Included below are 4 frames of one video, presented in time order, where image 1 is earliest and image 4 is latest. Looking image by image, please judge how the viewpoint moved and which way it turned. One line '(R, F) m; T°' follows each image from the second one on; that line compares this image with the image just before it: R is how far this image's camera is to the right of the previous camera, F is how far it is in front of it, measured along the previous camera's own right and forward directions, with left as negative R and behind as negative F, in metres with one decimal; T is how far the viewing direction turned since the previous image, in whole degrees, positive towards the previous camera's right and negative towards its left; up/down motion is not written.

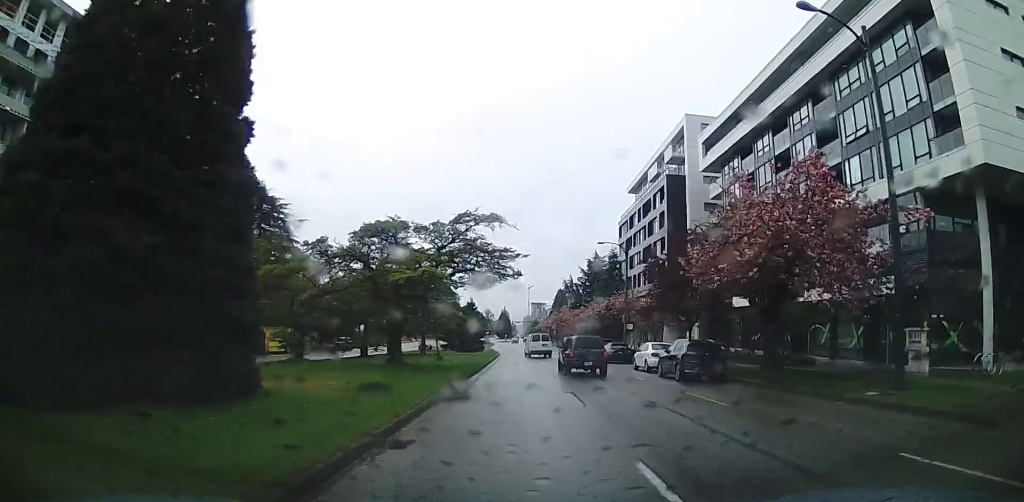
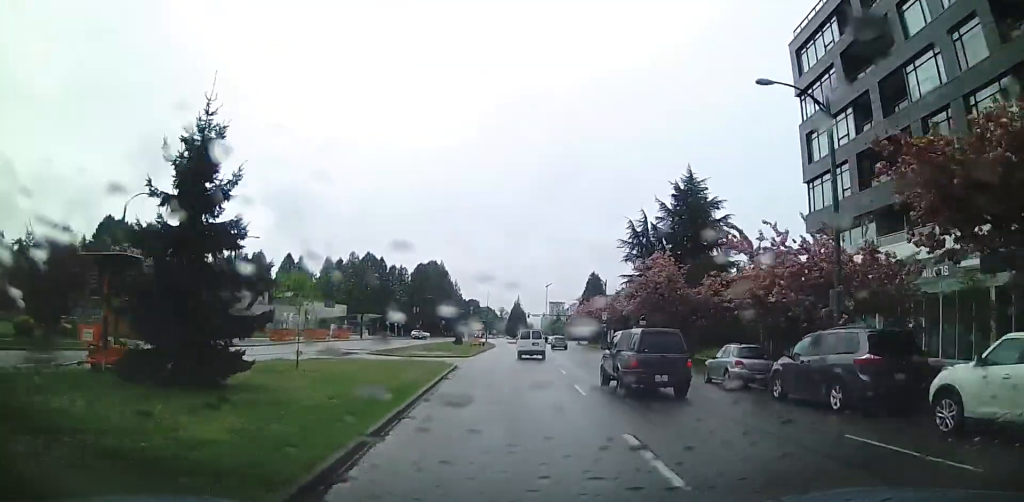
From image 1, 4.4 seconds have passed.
(0.0, +62.6) m; -2°
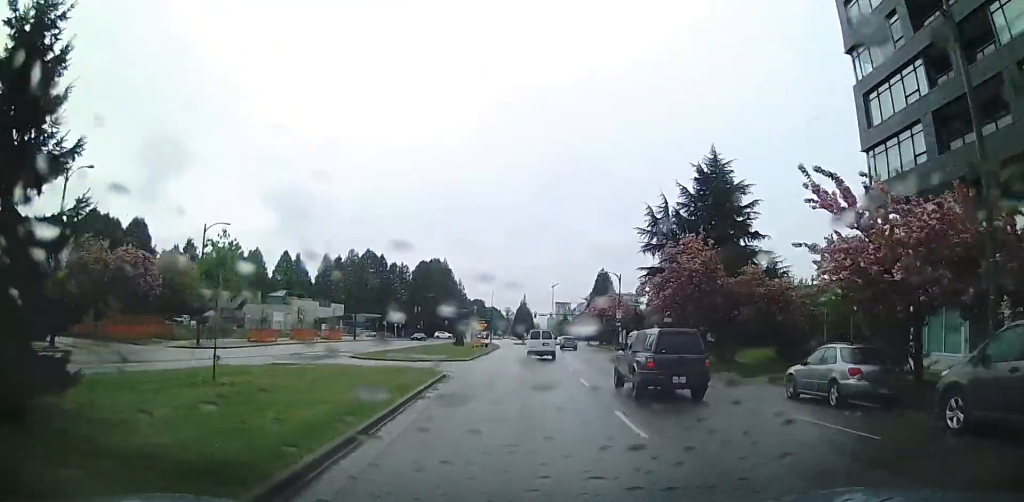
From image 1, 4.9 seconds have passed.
(-0.1, +6.6) m; -1°
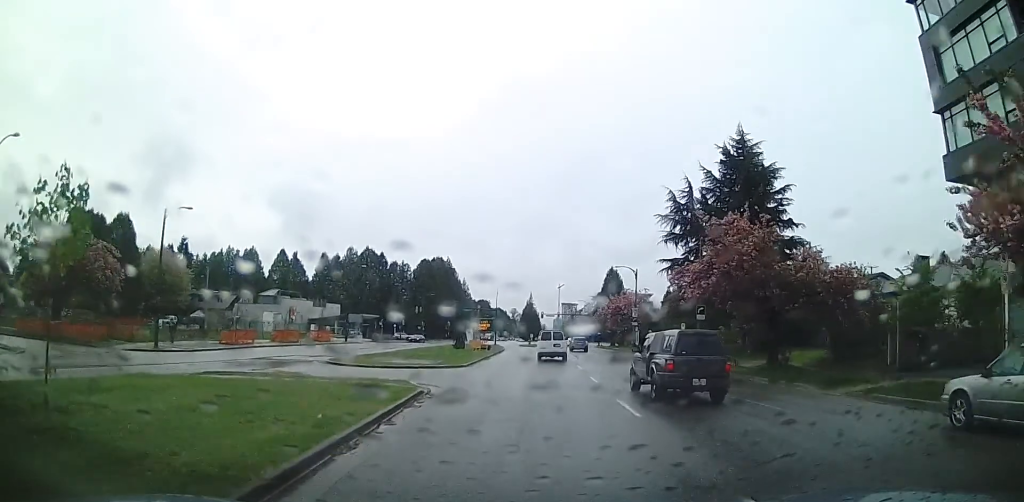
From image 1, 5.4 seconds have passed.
(0.0, +6.5) m; -1°
